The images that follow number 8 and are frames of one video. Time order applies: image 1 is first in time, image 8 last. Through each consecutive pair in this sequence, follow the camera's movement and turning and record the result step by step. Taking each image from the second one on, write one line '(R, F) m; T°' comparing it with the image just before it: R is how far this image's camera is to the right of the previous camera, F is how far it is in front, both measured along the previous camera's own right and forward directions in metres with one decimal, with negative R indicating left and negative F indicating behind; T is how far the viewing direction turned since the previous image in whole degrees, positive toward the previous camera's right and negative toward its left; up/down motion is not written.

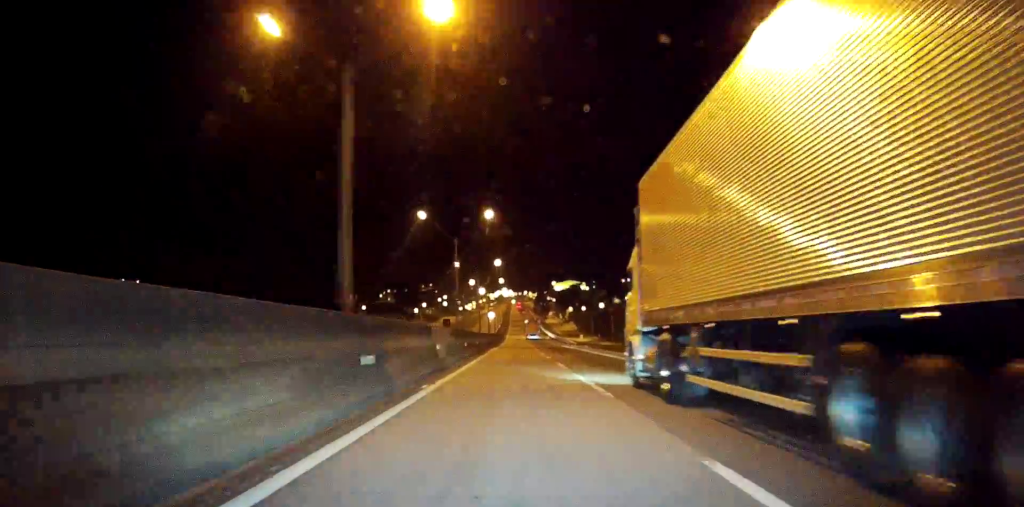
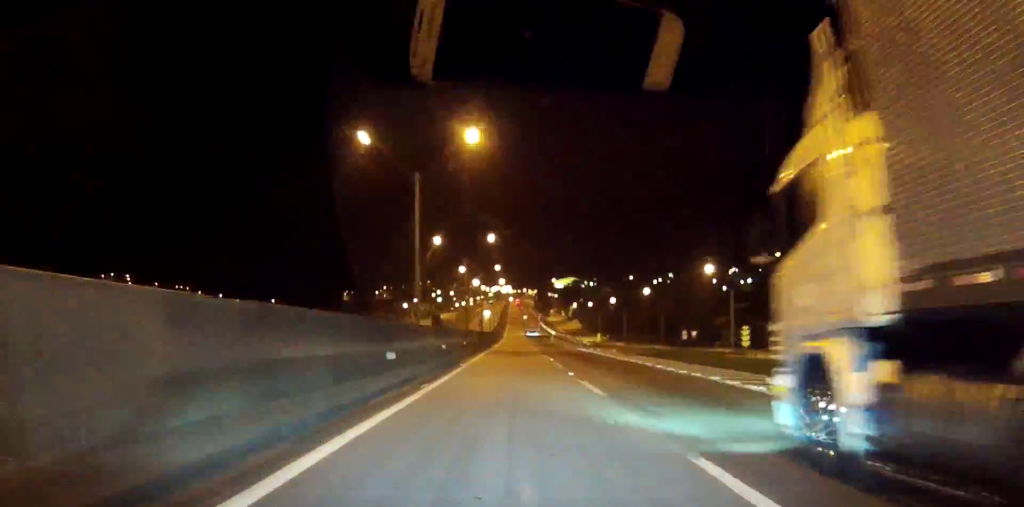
(-0.1, +23.6) m; 0°
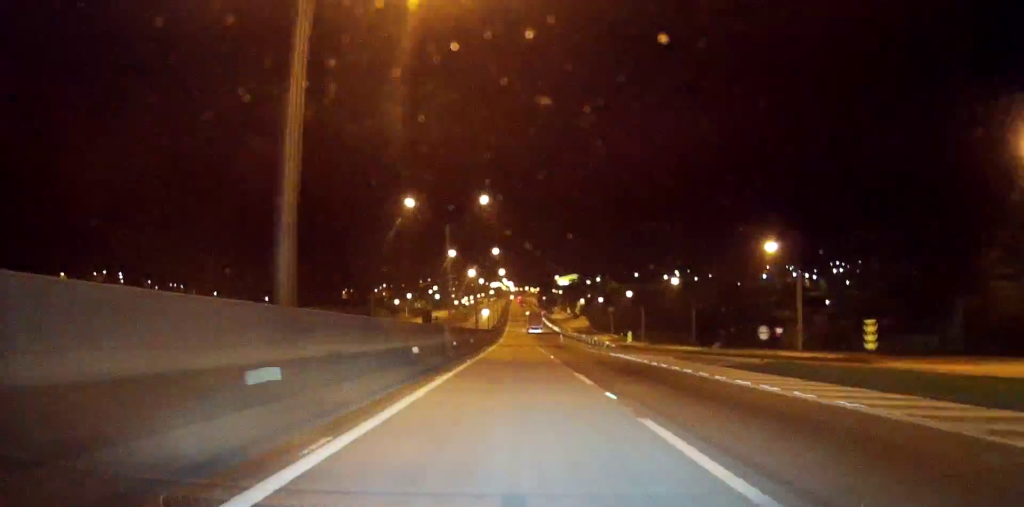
(+0.1, +21.3) m; 0°
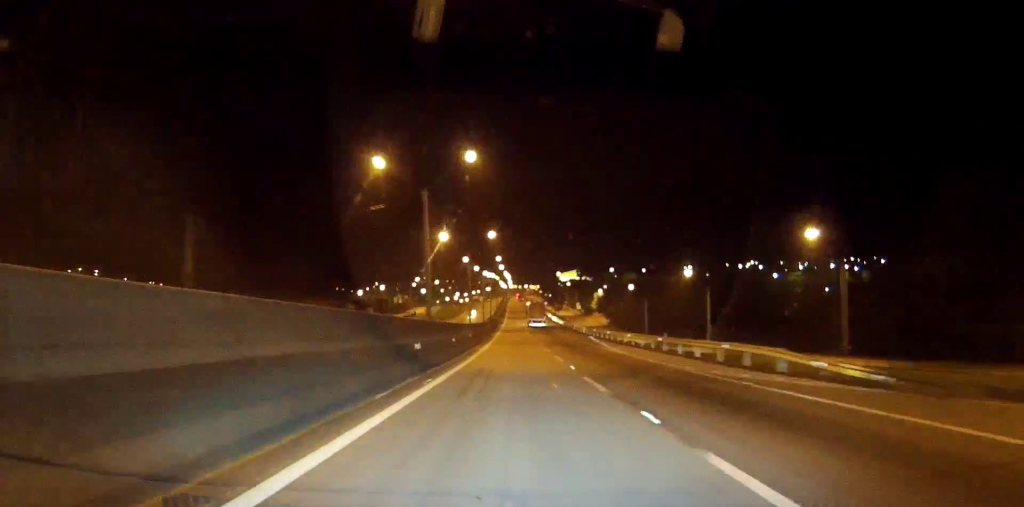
(0.0, +51.0) m; 0°
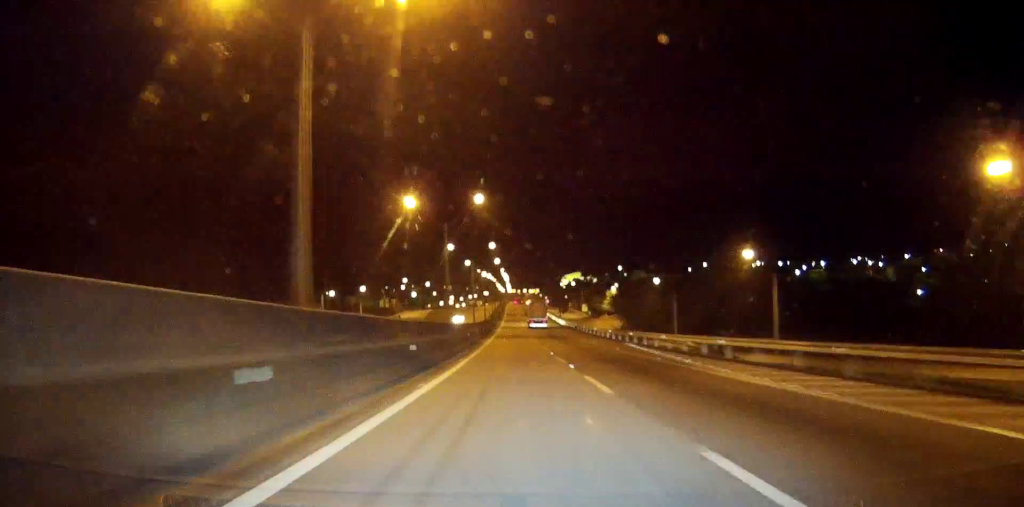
(0.0, +25.9) m; 0°
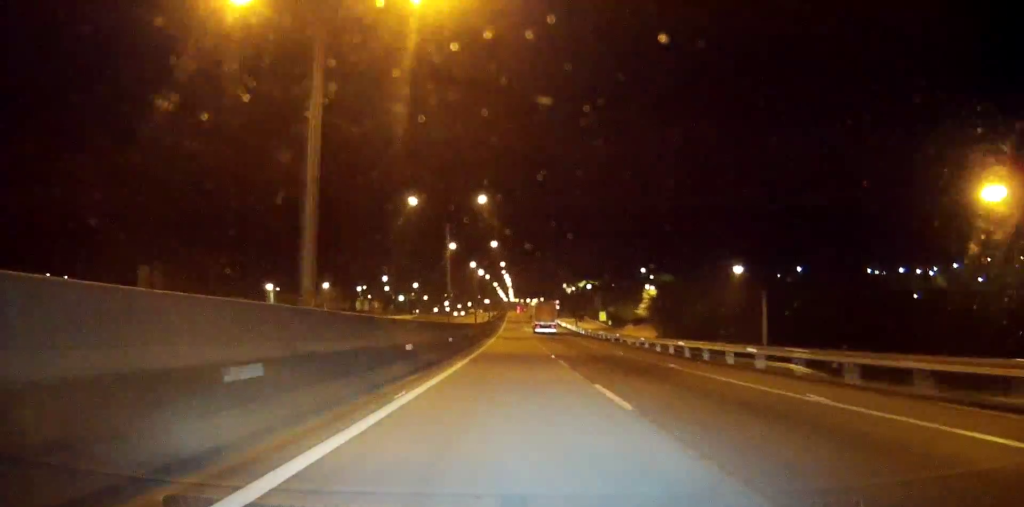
(0.0, +39.9) m; 0°
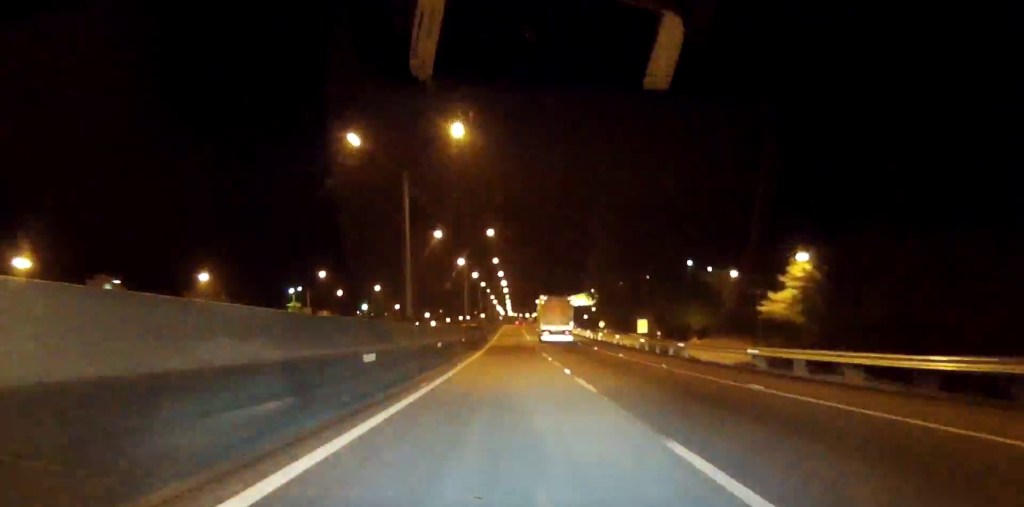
(0.0, +60.0) m; 0°
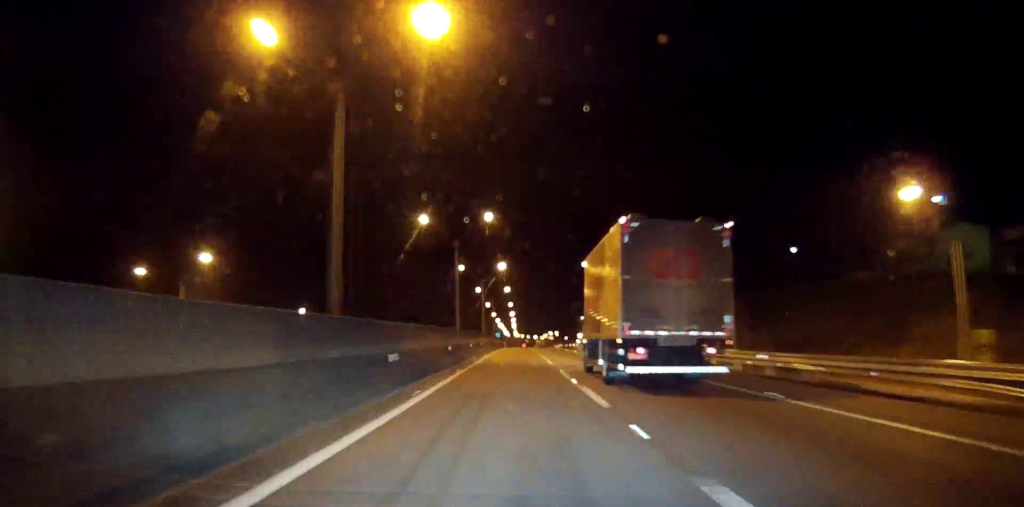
(0.0, +96.6) m; 0°
